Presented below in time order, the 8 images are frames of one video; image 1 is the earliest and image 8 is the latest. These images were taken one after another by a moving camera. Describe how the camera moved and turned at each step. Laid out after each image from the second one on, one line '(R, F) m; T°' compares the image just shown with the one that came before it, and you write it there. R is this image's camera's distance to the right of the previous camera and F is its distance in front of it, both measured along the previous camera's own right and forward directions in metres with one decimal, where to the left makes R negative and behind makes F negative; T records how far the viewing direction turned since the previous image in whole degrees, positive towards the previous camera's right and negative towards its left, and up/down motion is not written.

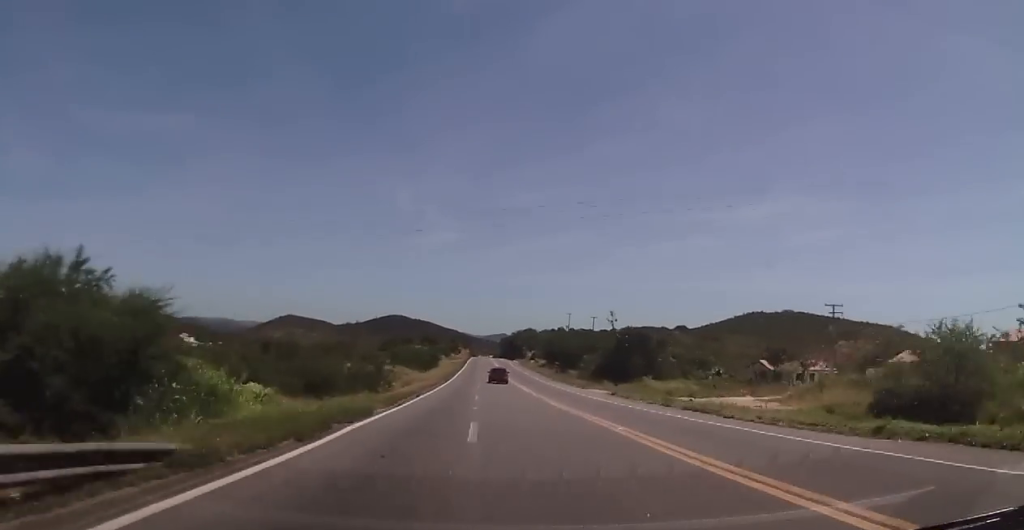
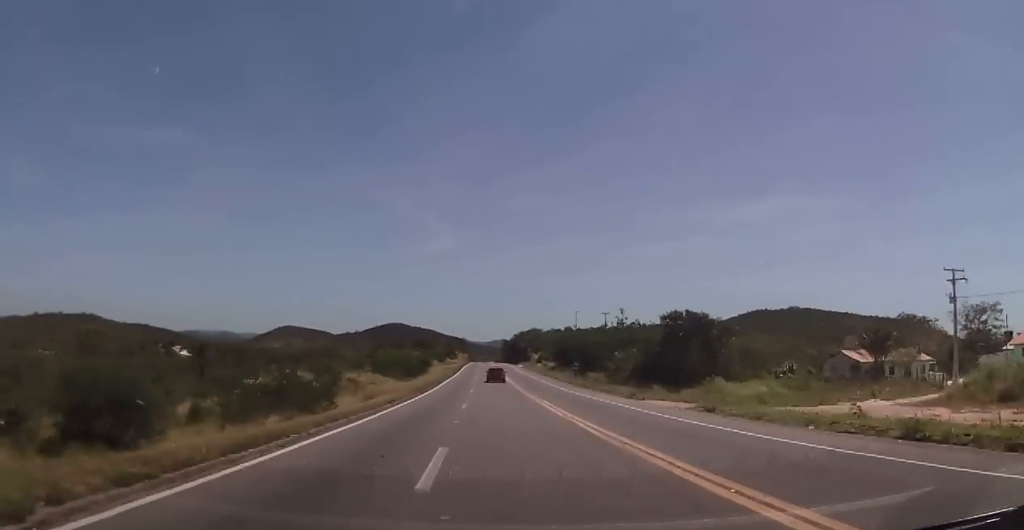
(+0.5, +22.1) m; +1°
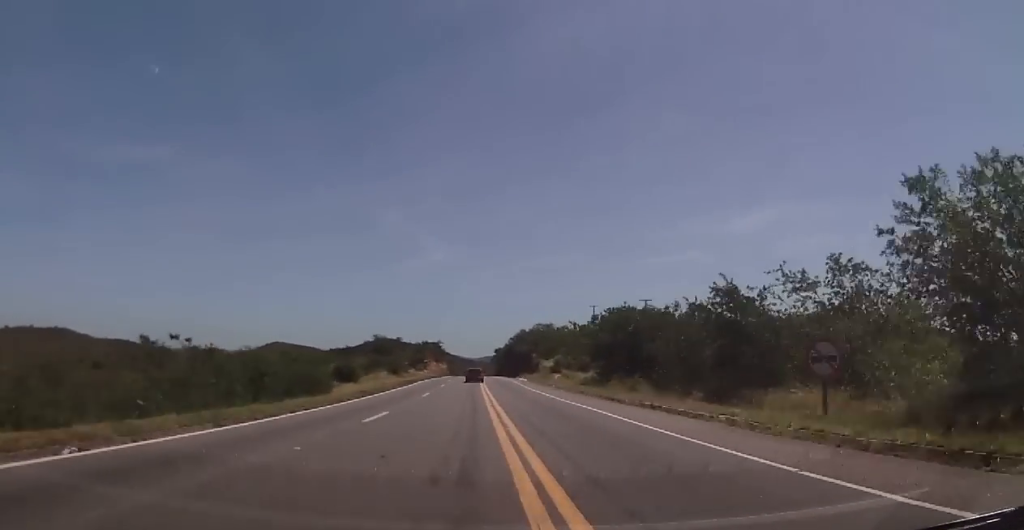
(+0.3, +59.7) m; 0°
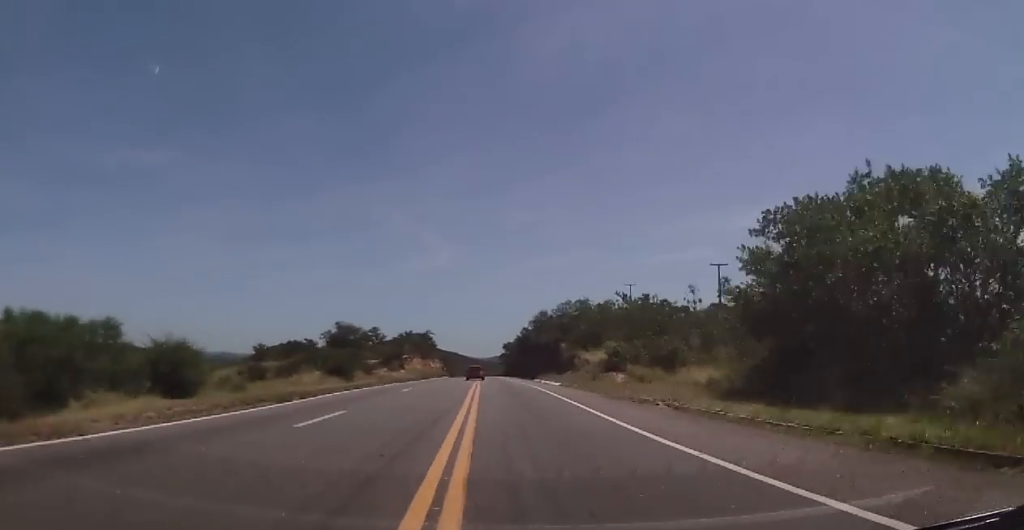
(+0.4, +40.0) m; 0°
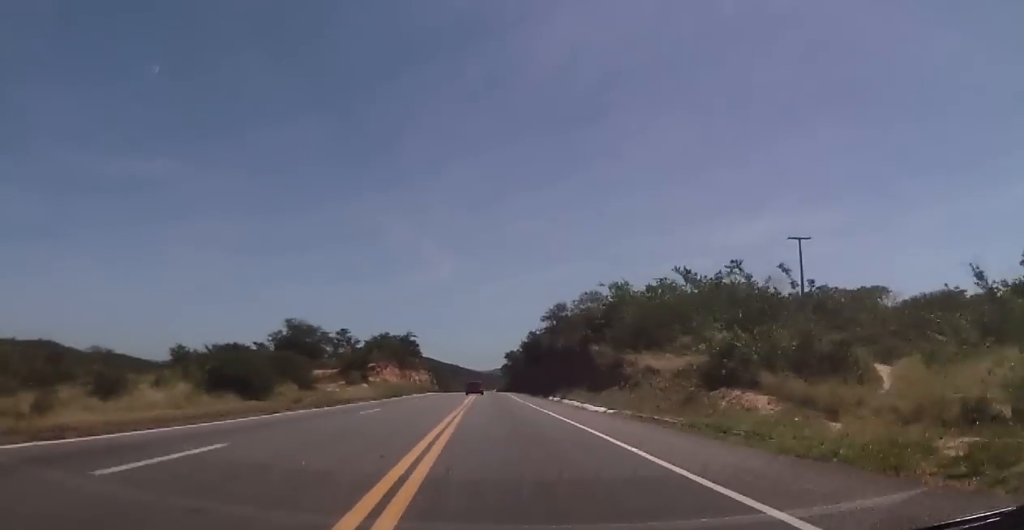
(-0.3, +25.4) m; -1°
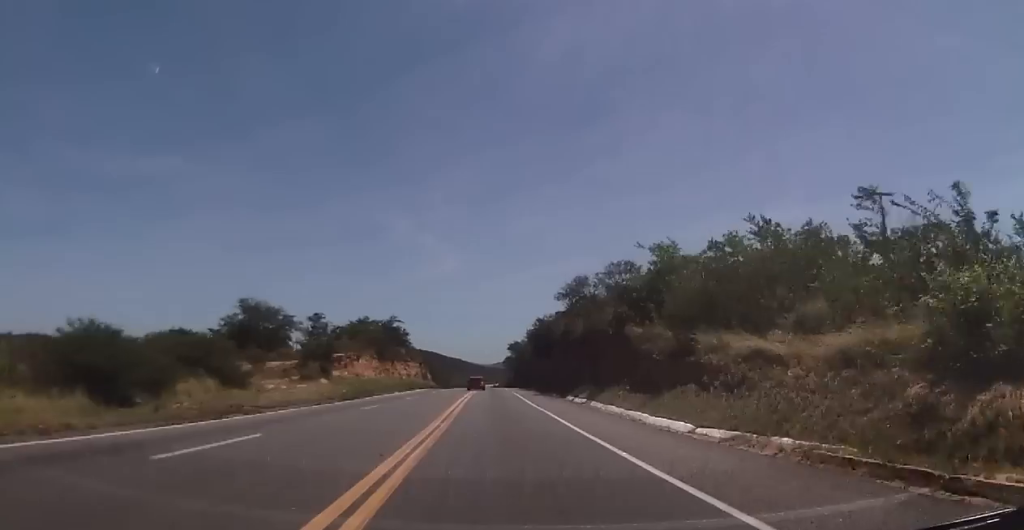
(-0.2, +15.4) m; -1°
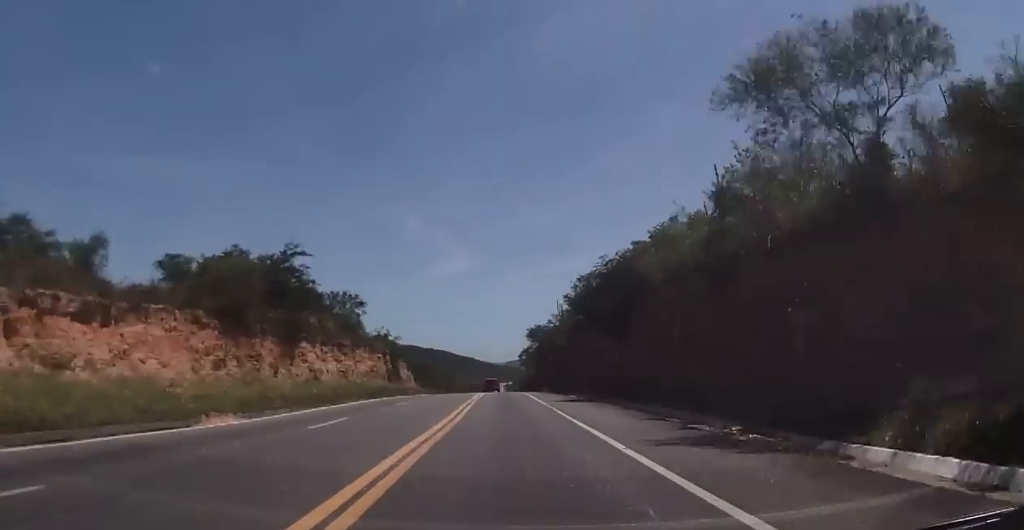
(+0.1, +39.3) m; 0°
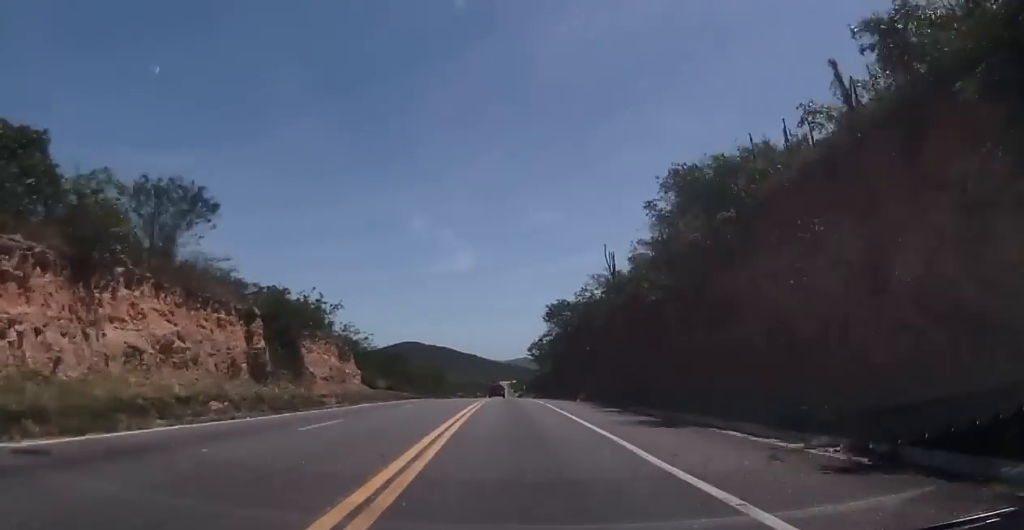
(+0.1, +31.9) m; 0°
